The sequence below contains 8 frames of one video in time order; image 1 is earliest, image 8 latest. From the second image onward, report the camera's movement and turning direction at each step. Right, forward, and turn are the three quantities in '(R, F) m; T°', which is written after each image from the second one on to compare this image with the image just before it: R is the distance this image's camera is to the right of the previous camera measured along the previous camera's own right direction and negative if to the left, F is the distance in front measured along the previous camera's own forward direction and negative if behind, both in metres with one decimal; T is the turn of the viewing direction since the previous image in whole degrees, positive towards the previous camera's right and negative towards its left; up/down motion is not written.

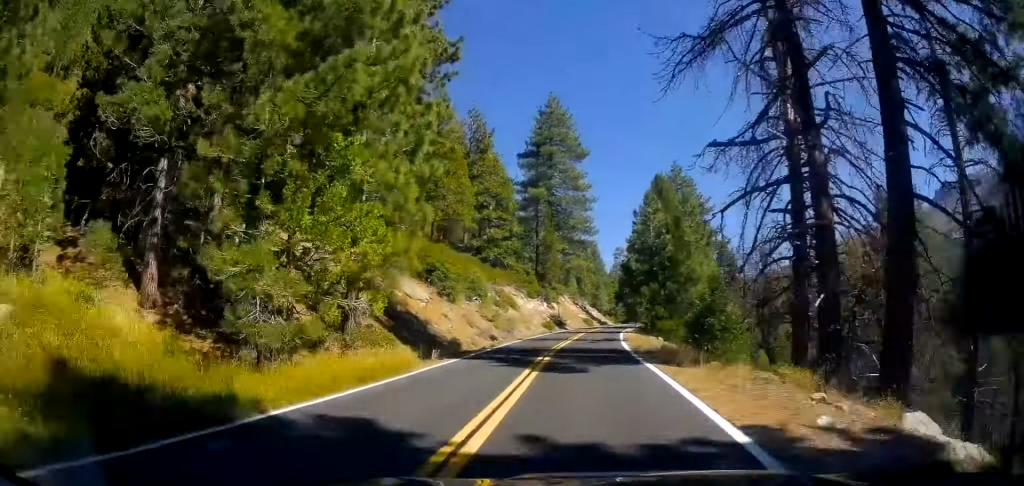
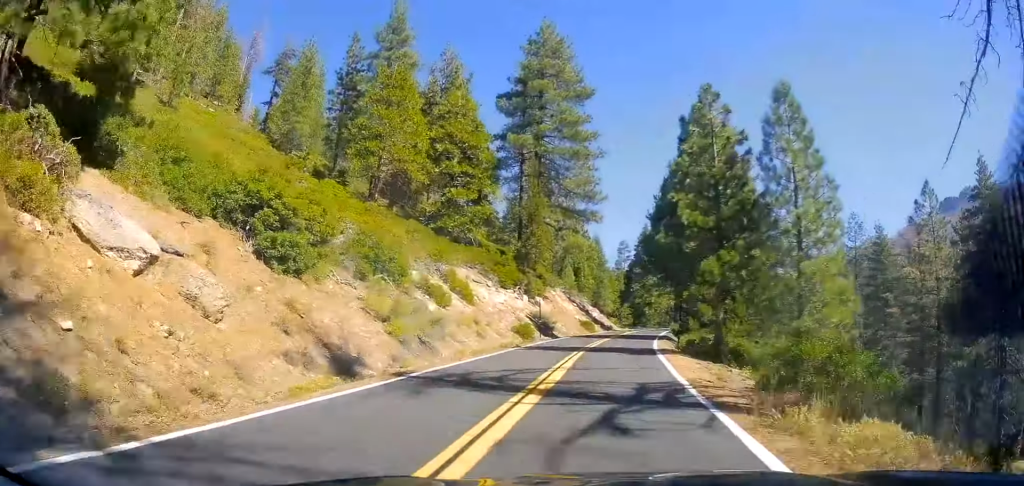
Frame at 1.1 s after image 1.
(-0.1, +24.3) m; -1°
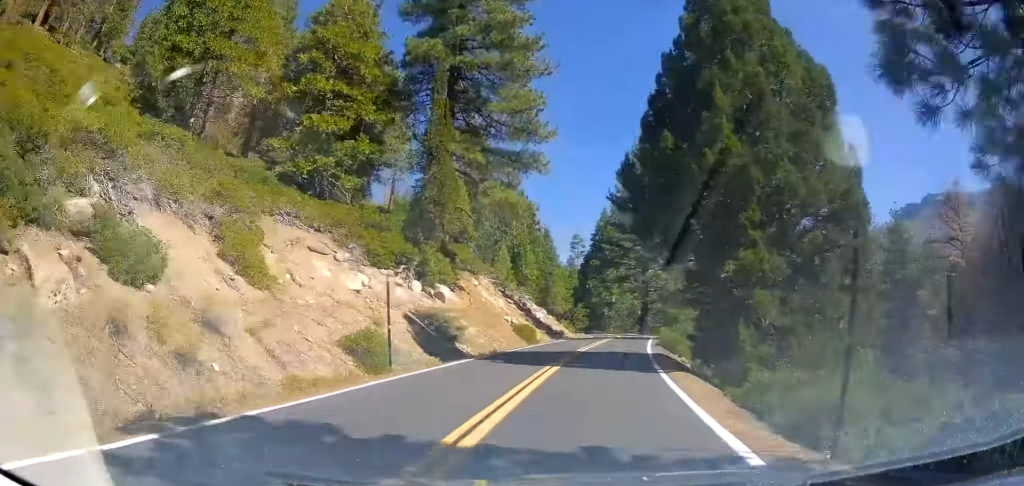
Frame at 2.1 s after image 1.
(-0.2, +21.8) m; 0°
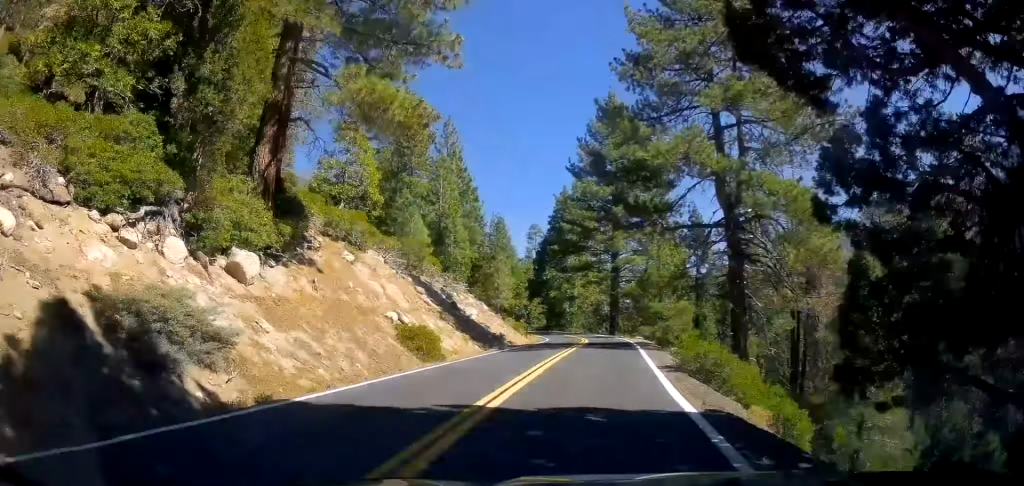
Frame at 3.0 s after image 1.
(+0.1, +18.2) m; +2°
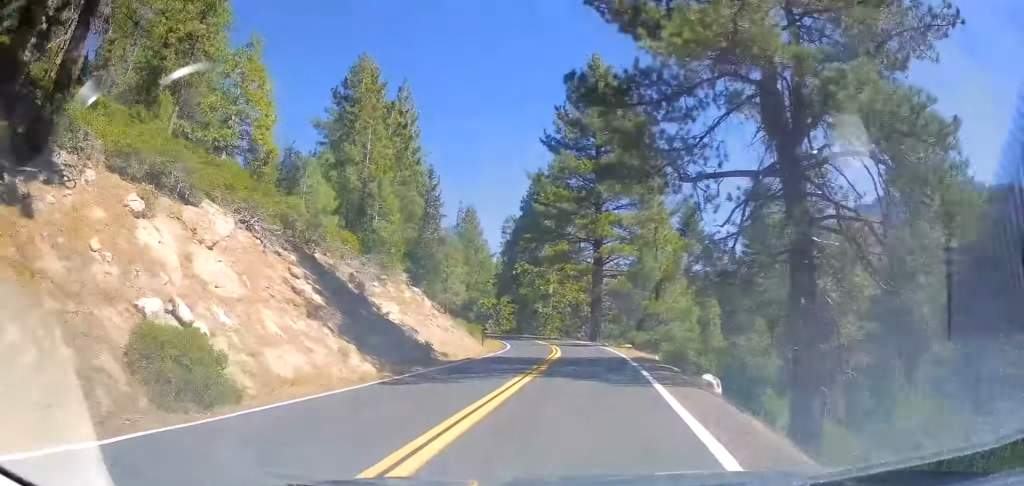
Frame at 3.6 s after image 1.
(+0.2, +13.7) m; +2°
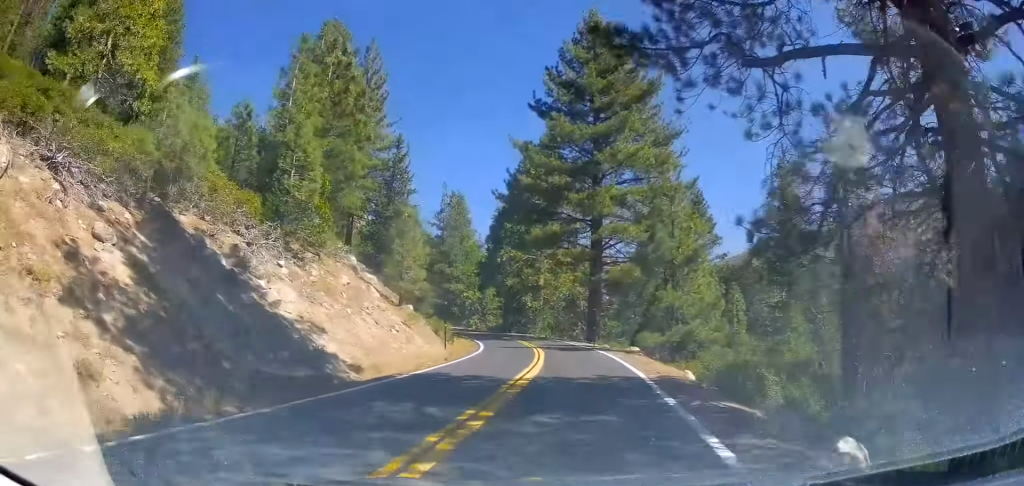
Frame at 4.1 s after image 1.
(+0.2, +10.2) m; +1°
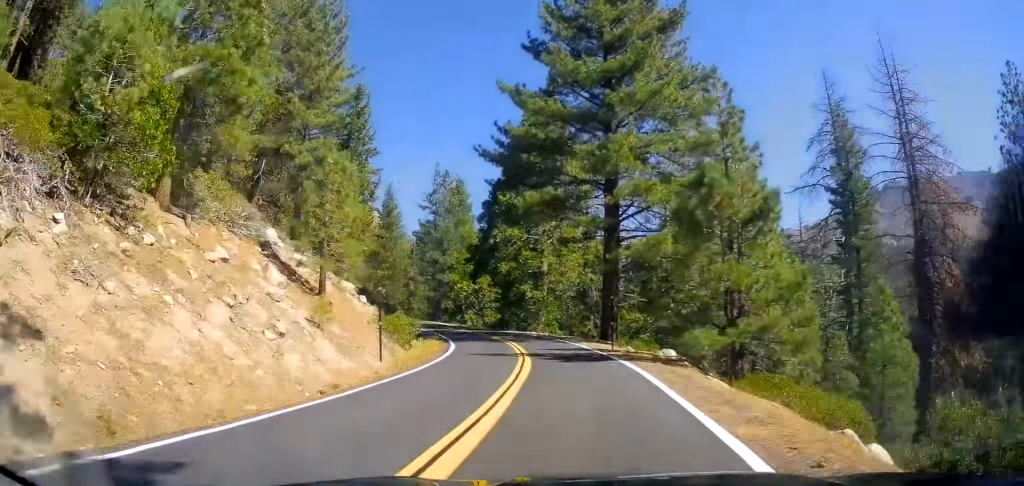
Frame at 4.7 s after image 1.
(+0.1, +12.2) m; +1°
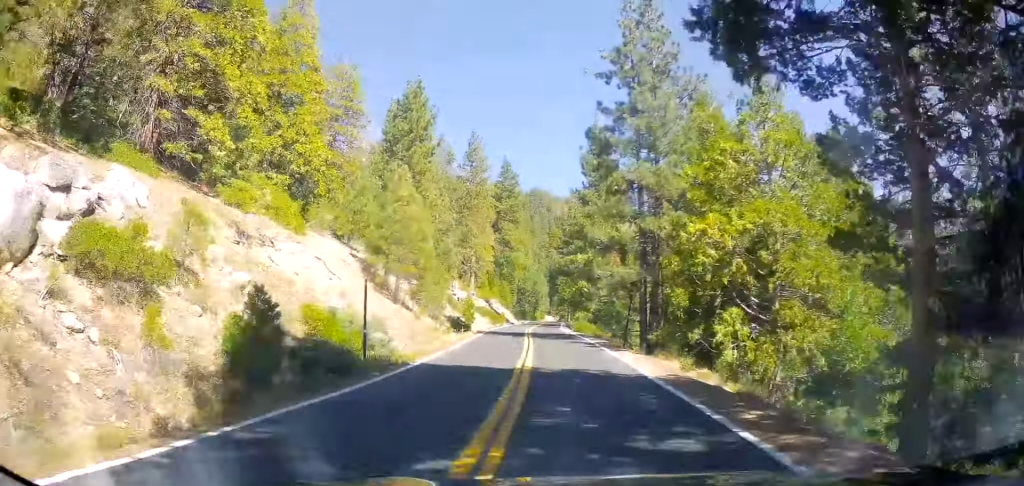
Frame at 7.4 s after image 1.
(-2.9, +52.1) m; -12°
